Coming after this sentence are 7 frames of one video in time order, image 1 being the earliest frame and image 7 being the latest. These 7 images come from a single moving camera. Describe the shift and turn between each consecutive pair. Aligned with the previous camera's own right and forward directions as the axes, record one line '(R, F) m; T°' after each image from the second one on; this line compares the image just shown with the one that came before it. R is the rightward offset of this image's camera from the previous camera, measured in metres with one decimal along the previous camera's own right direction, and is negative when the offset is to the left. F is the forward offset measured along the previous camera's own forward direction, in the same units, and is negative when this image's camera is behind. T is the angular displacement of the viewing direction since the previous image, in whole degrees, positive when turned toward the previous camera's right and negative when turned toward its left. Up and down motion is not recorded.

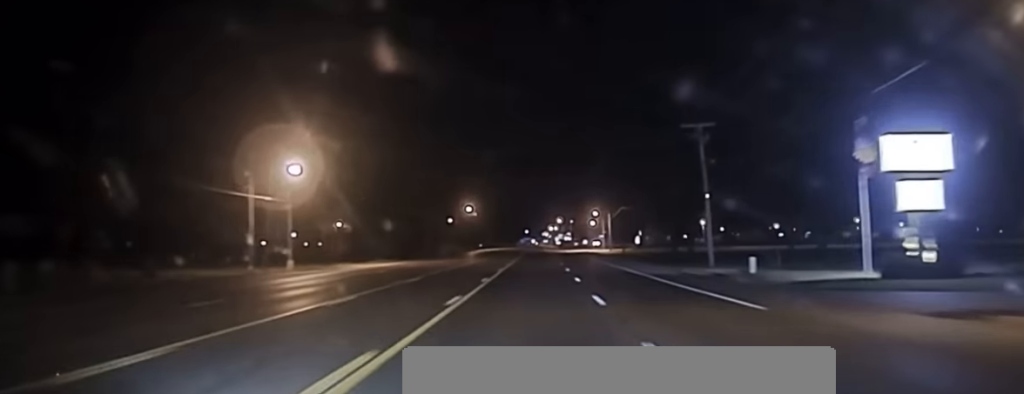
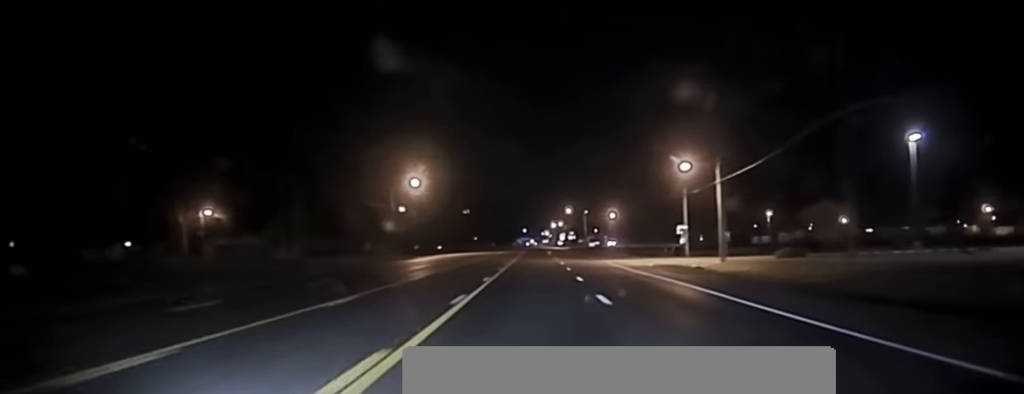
(+0.7, +96.6) m; 0°
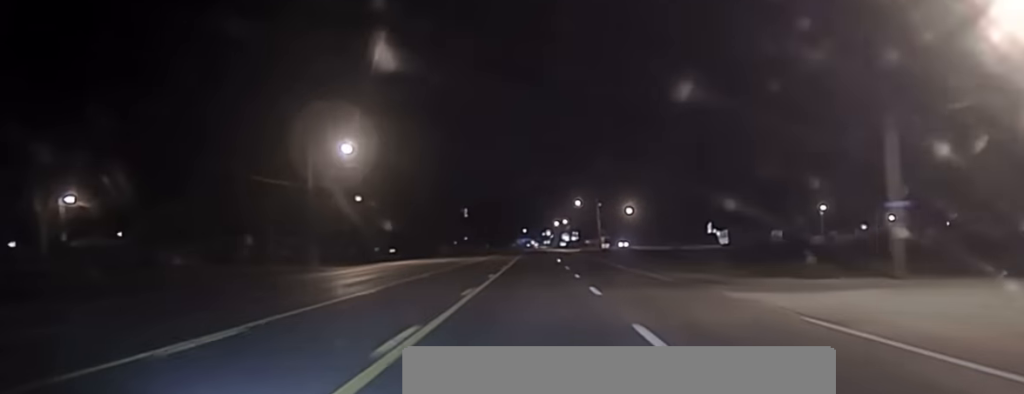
(-0.4, +46.3) m; 0°
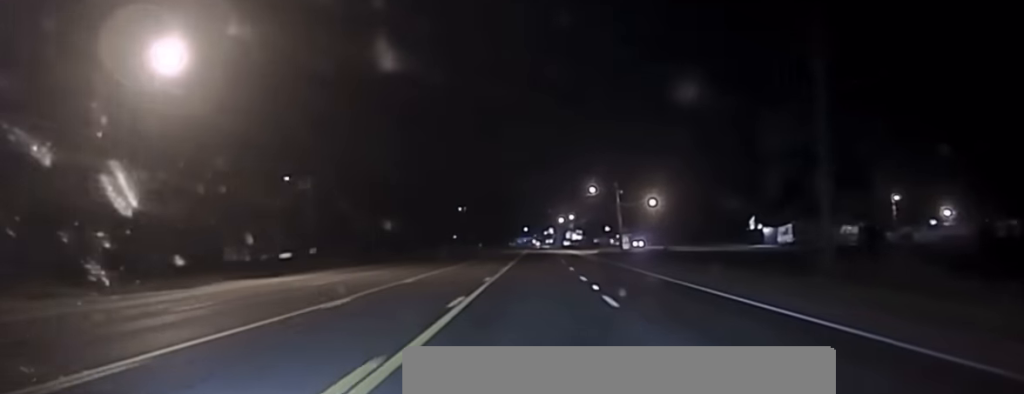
(+0.2, +39.1) m; 0°
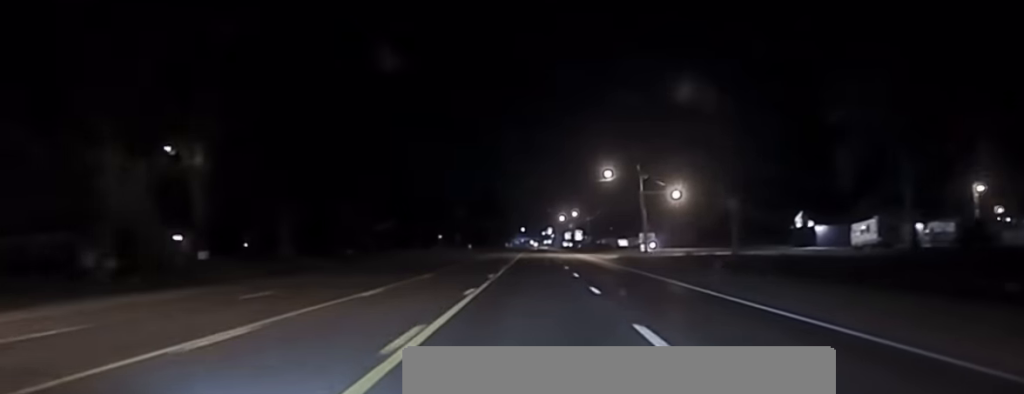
(+0.1, +32.4) m; 0°
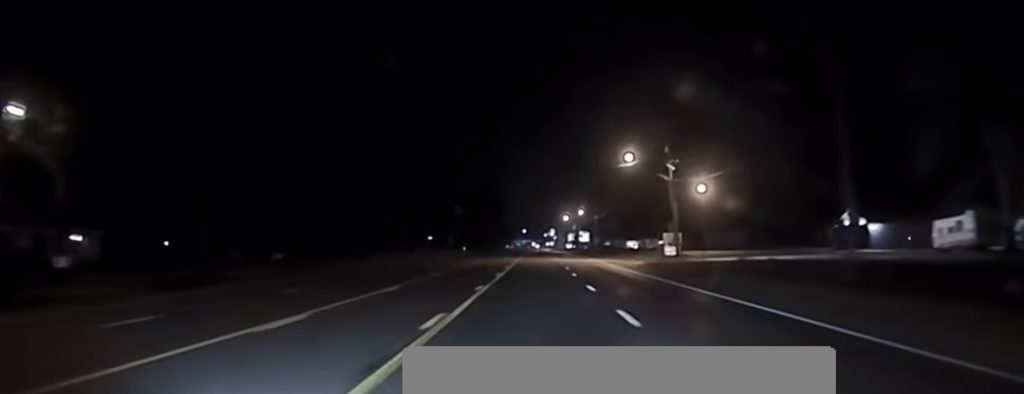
(+0.1, +20.8) m; 0°
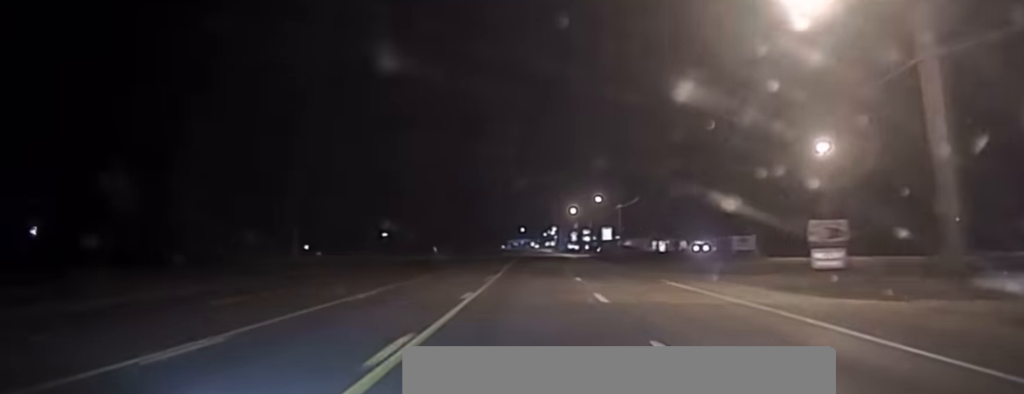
(-0.3, +52.6) m; 0°
